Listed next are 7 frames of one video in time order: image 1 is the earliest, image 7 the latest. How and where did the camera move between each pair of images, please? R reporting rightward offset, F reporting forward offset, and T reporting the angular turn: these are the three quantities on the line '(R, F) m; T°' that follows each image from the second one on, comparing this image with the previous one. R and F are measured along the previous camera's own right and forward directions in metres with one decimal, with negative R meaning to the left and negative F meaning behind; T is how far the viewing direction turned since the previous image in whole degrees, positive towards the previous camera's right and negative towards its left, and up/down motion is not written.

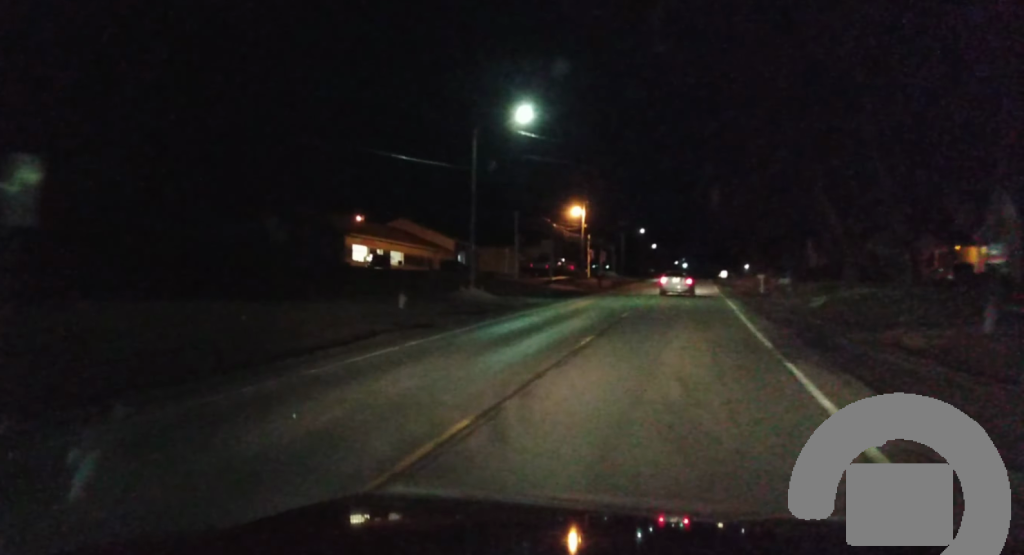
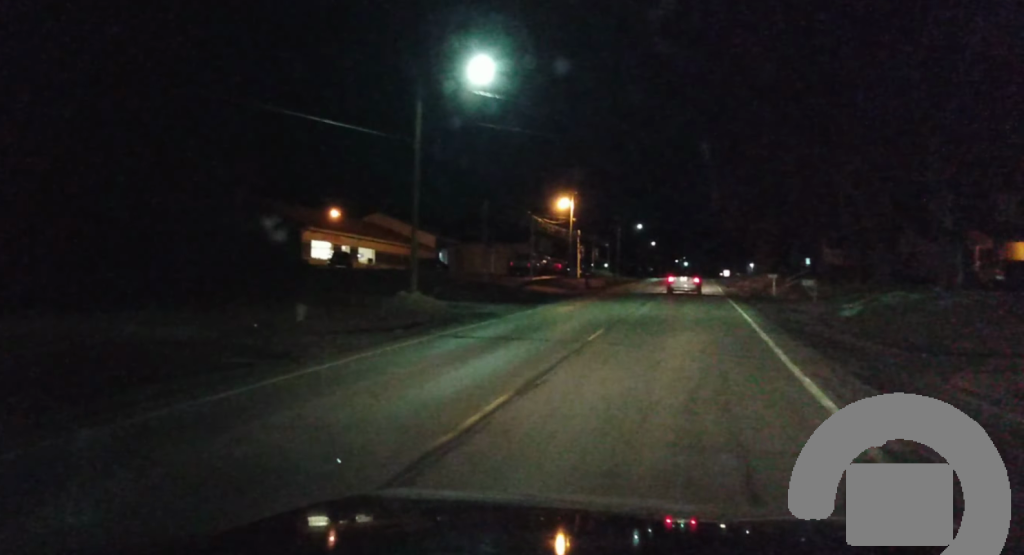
(0.0, +10.3) m; 0°
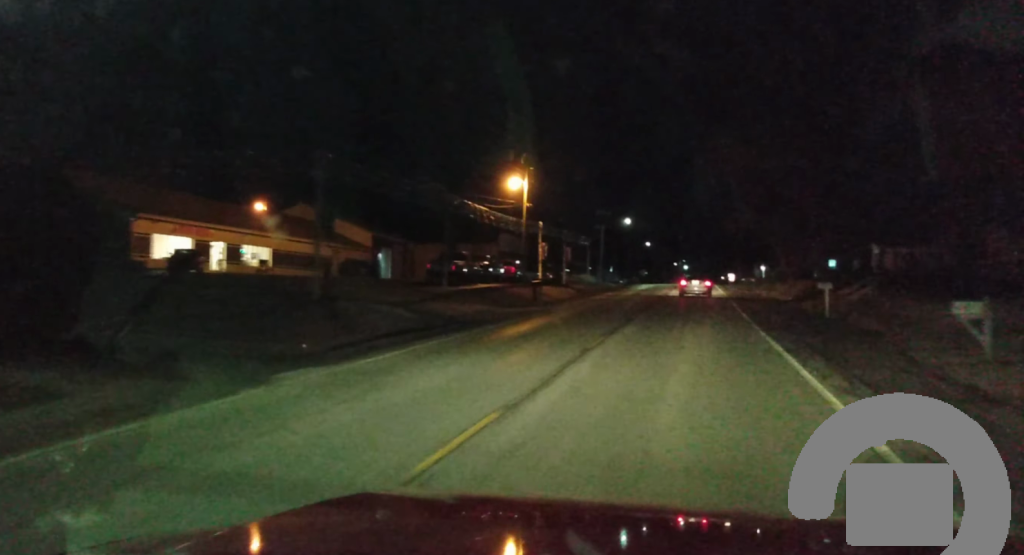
(-0.4, +26.4) m; -1°
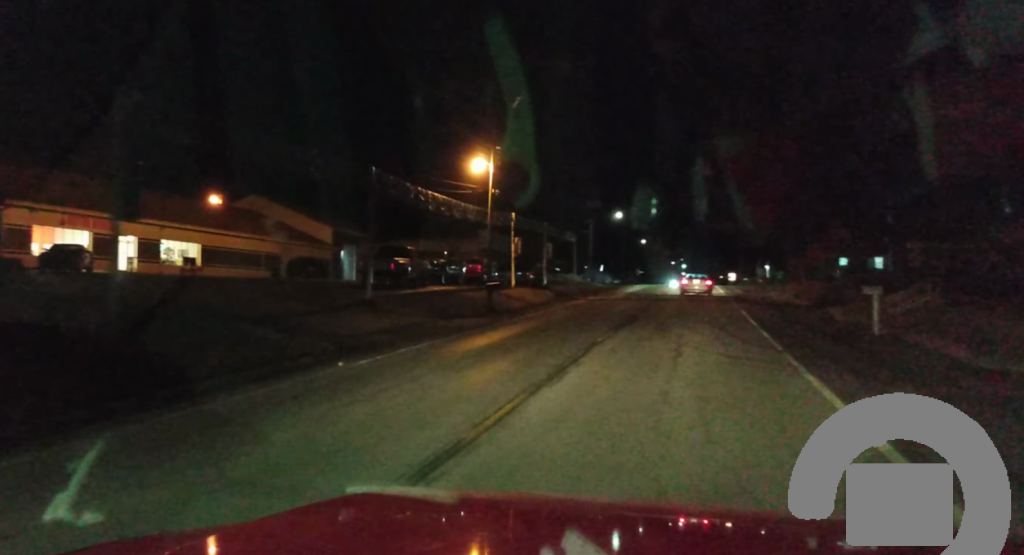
(0.0, +10.9) m; +1°
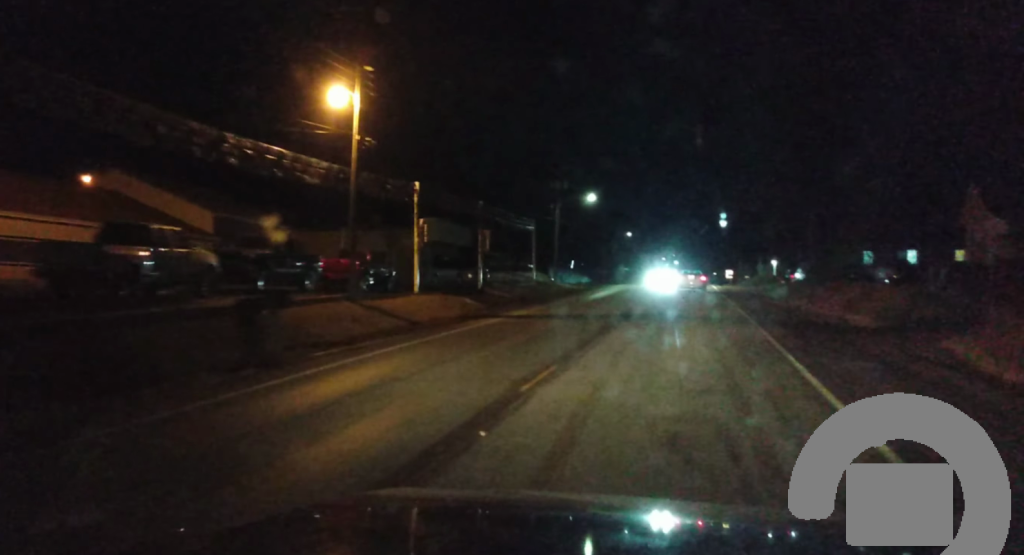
(+0.3, +20.7) m; 0°
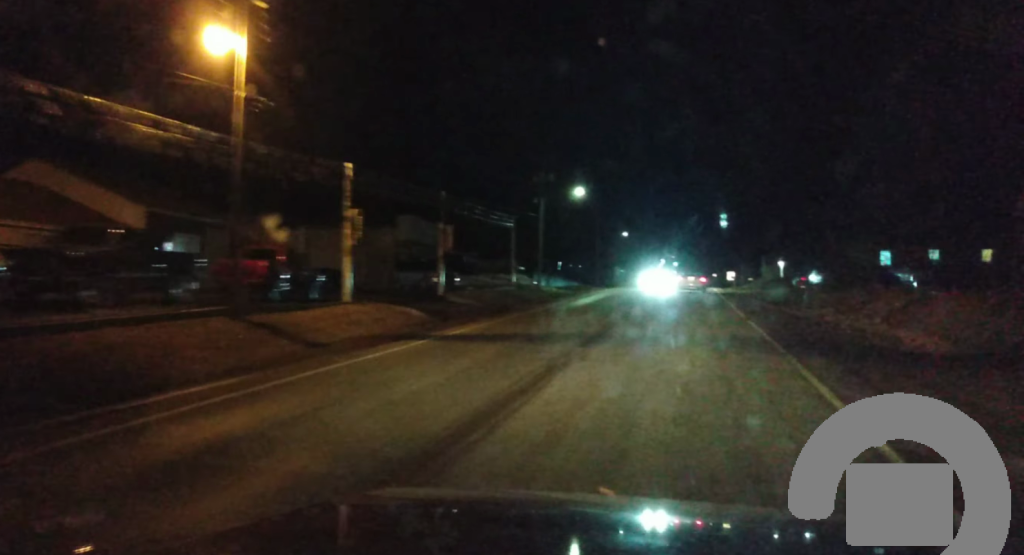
(0.0, +8.2) m; -1°
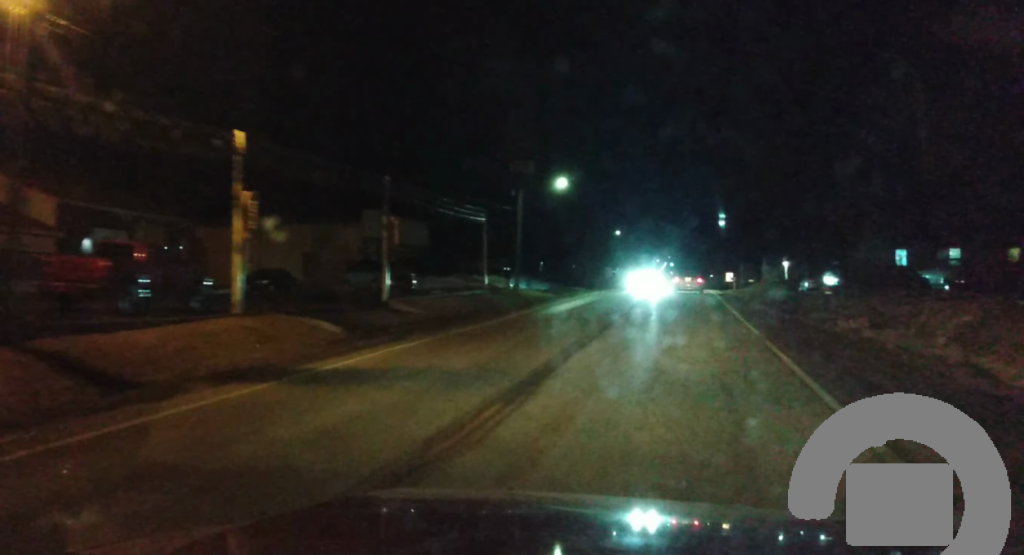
(-0.1, +7.5) m; 0°
